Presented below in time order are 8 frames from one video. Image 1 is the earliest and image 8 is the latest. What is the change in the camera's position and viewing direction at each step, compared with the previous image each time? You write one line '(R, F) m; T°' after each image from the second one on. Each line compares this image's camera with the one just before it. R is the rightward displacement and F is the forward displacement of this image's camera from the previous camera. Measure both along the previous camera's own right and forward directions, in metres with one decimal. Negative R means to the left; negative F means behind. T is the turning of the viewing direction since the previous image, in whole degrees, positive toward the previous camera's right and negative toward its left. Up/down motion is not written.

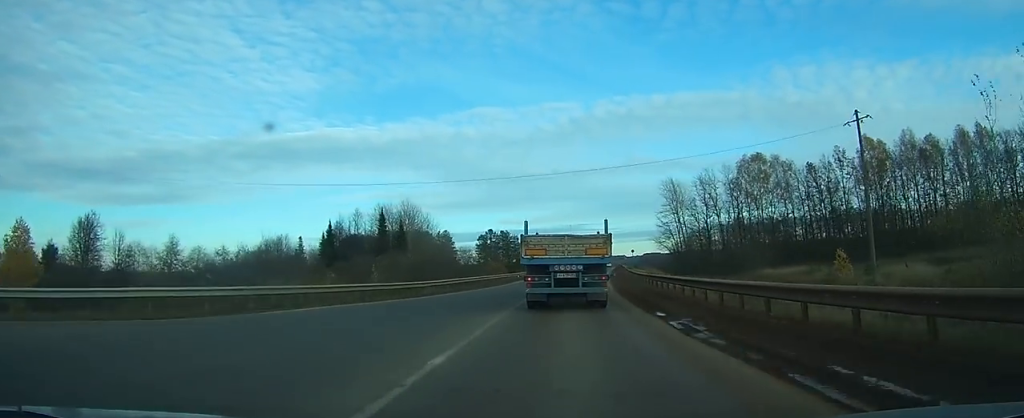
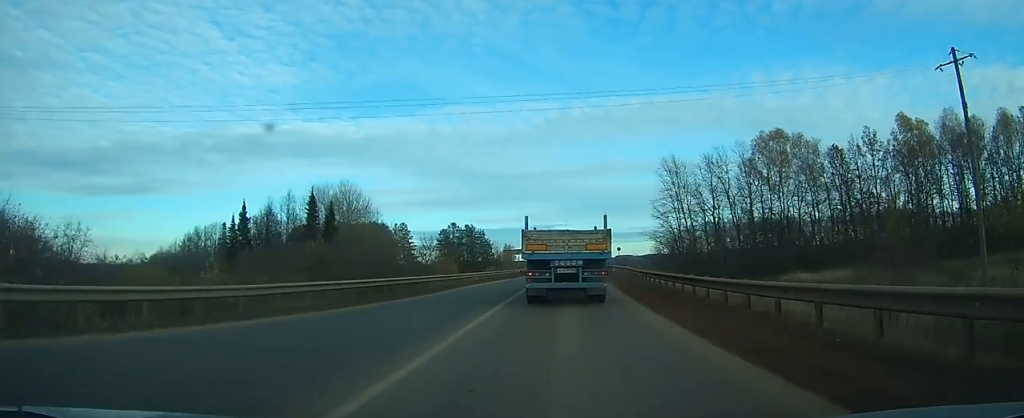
(+0.3, +22.6) m; +2°
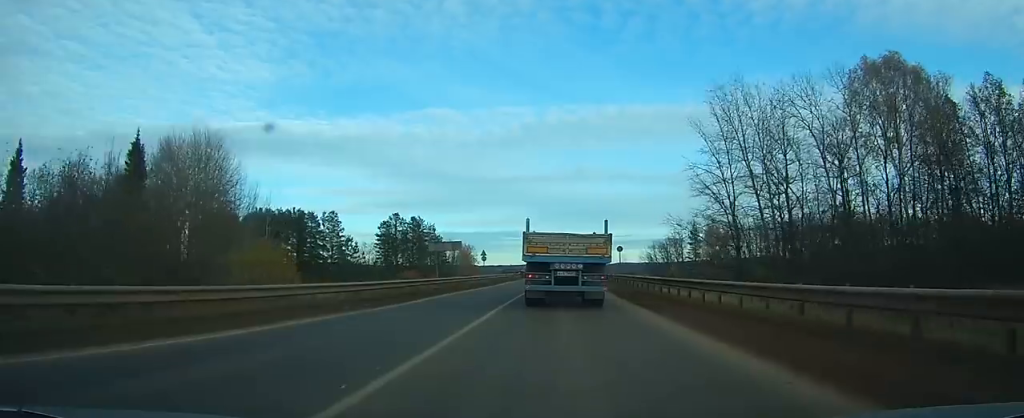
(+1.2, +37.5) m; +3°
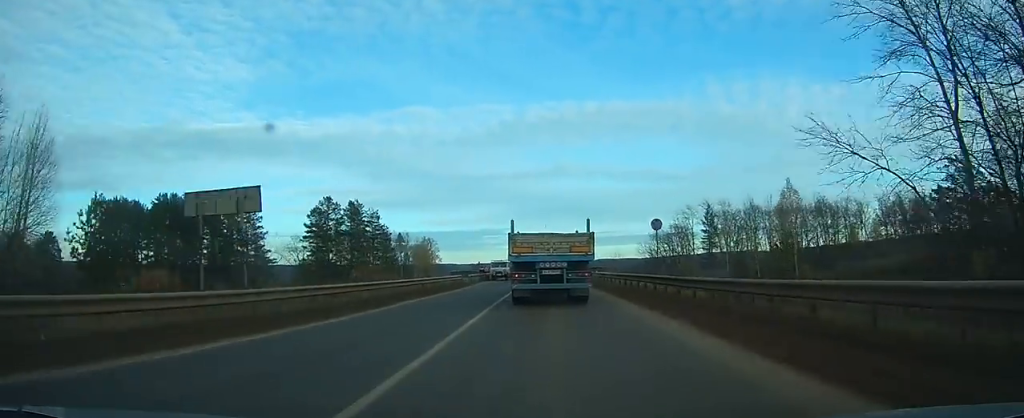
(+0.8, +33.1) m; +2°
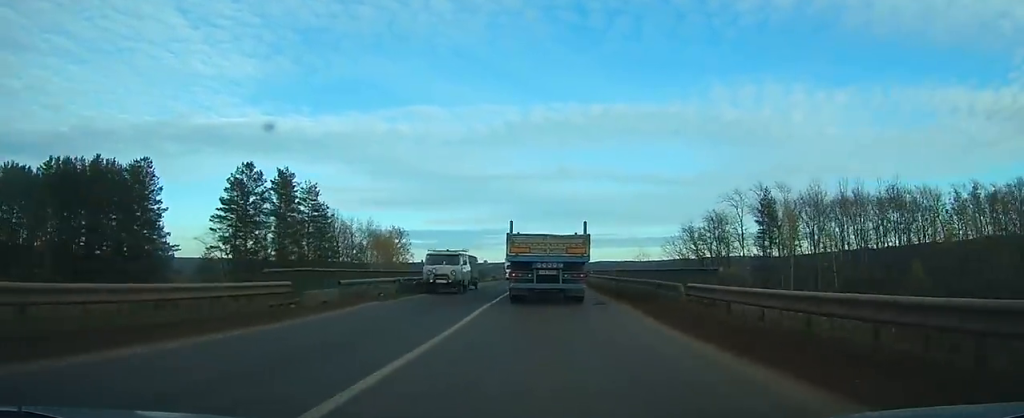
(+0.5, +33.1) m; +1°
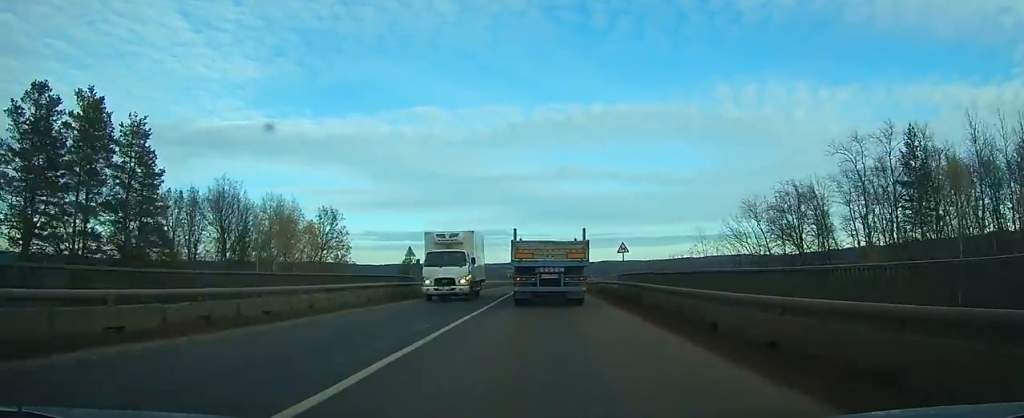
(+0.1, +40.7) m; 0°
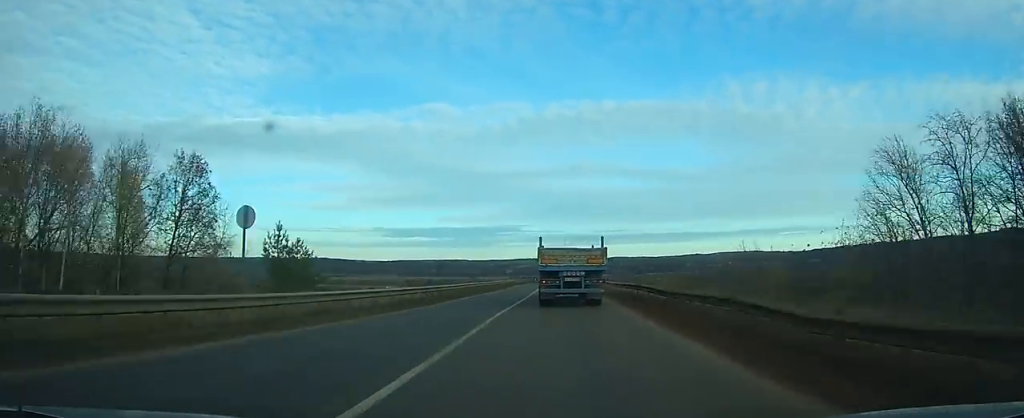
(-0.2, +37.5) m; 0°
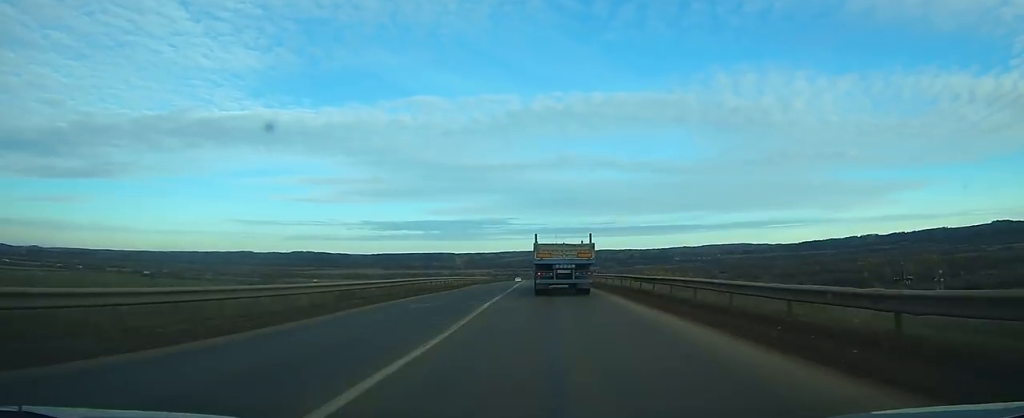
(+0.3, +56.4) m; +1°
